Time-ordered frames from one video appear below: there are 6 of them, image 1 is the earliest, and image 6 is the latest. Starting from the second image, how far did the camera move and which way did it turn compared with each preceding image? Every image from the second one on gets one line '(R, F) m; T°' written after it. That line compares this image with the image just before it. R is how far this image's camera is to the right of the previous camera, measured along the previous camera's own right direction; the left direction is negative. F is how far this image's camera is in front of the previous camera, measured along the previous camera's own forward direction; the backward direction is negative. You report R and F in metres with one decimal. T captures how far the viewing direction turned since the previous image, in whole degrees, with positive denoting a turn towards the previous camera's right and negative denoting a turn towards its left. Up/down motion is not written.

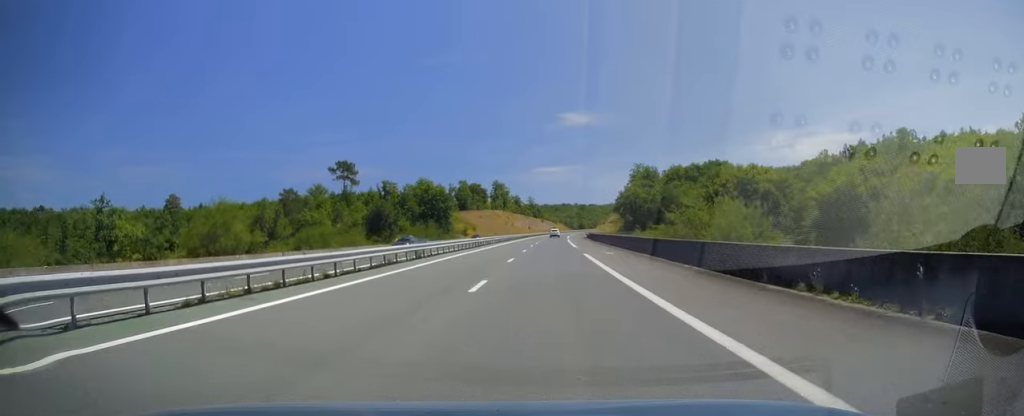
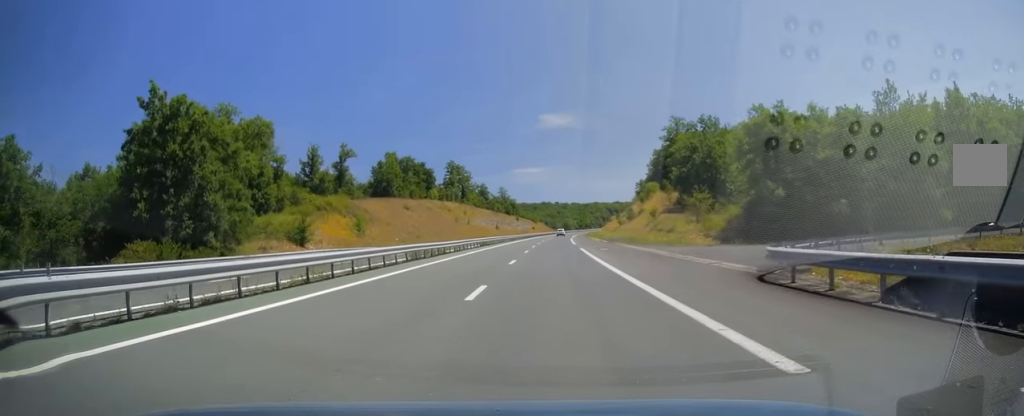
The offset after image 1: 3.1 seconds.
(+1.6, +92.4) m; +2°
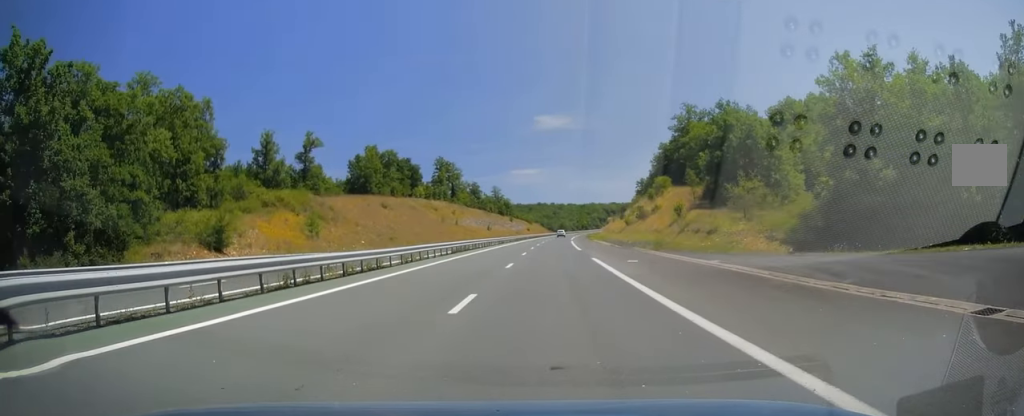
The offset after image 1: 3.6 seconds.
(+0.1, +14.7) m; 0°
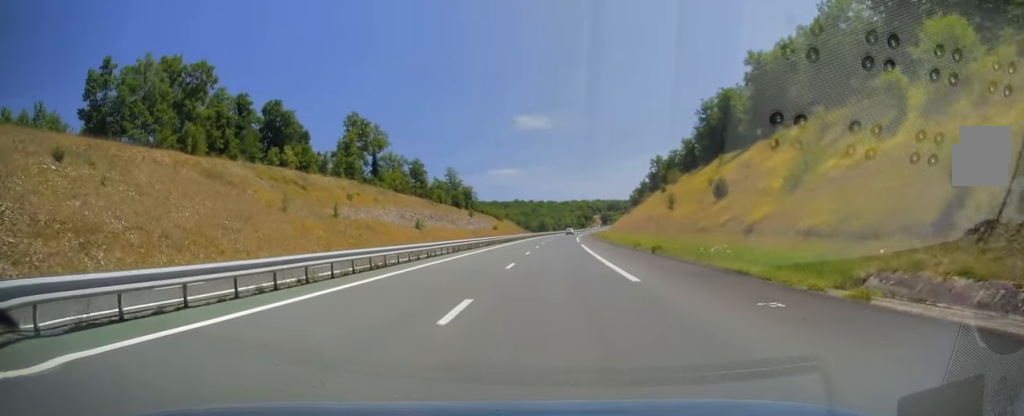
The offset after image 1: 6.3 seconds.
(+0.8, +79.1) m; +1°
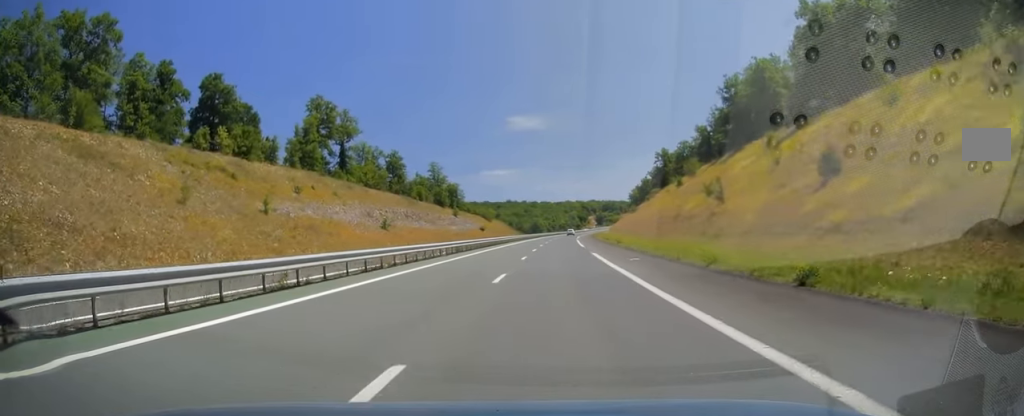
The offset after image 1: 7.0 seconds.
(+0.3, +18.7) m; +1°
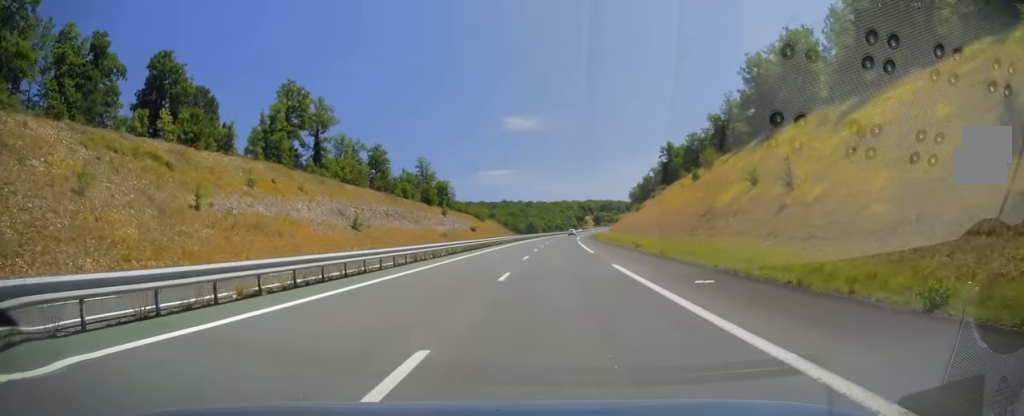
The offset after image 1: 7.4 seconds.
(0.0, +12.3) m; +1°
